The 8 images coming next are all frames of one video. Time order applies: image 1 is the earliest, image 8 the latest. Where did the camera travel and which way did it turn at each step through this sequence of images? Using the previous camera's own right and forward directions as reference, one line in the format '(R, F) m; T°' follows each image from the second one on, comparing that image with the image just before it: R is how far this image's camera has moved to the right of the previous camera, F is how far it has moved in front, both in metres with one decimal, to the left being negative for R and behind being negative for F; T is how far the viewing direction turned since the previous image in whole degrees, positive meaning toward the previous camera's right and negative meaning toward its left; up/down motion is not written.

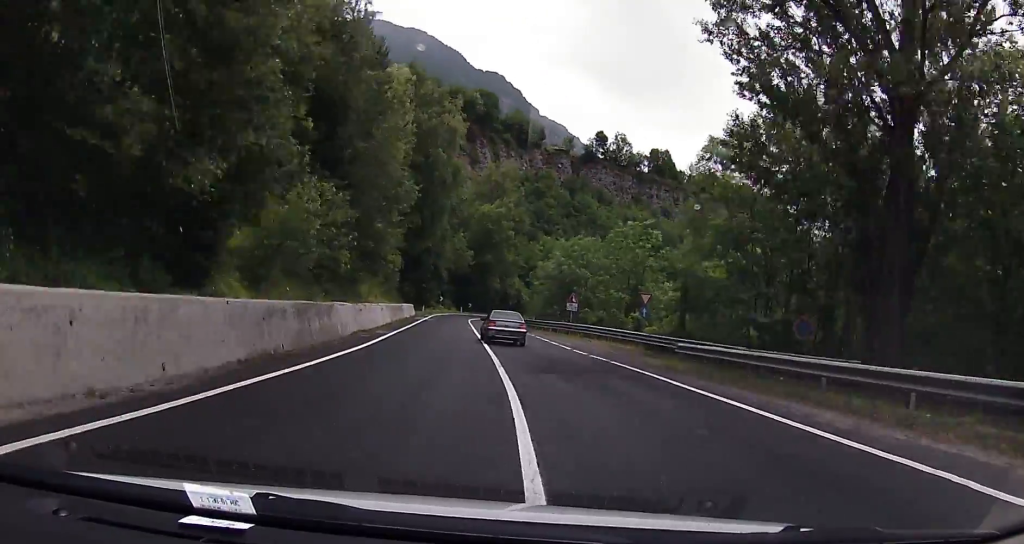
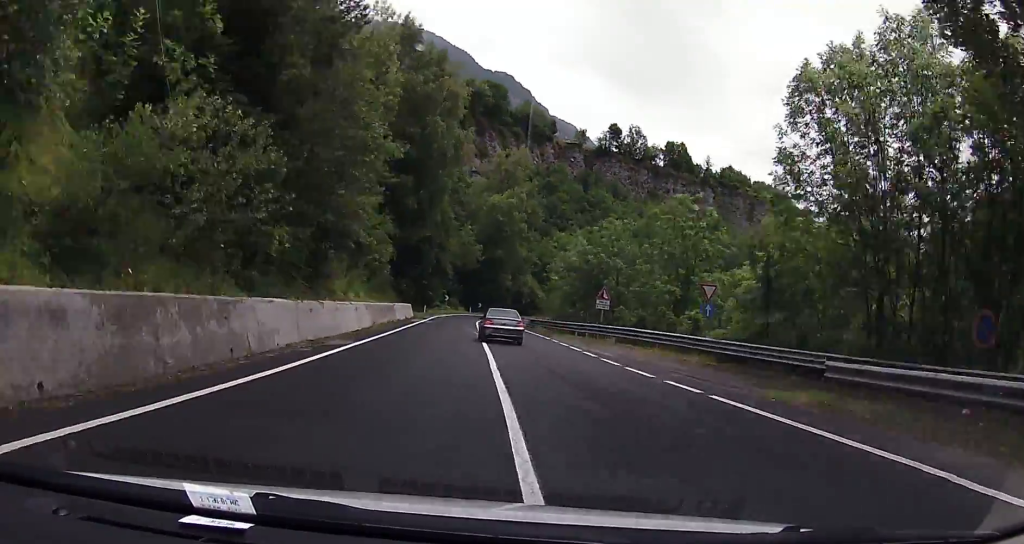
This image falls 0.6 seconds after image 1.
(-0.2, +10.2) m; -2°
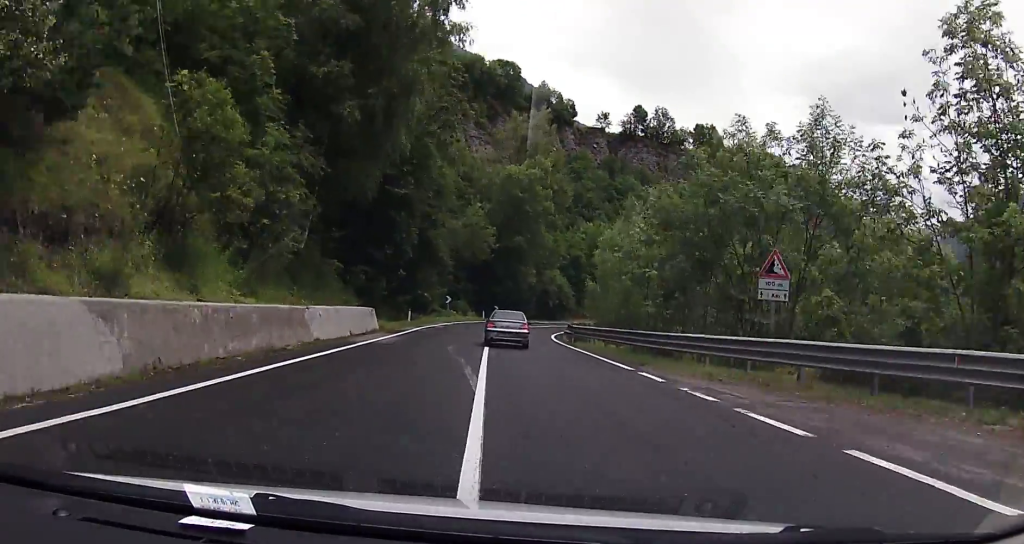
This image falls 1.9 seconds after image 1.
(-1.0, +23.9) m; -3°
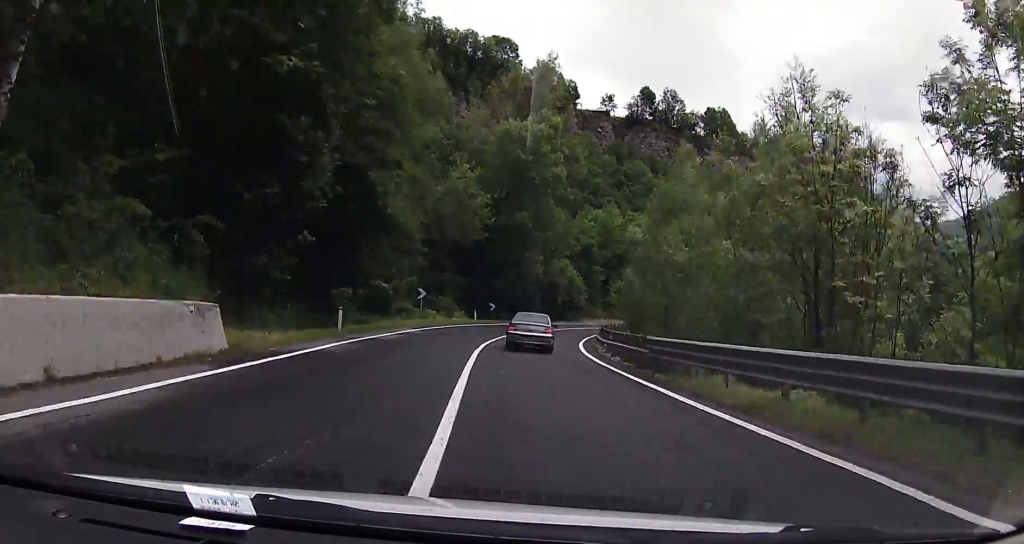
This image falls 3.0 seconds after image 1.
(-0.1, +18.6) m; +3°
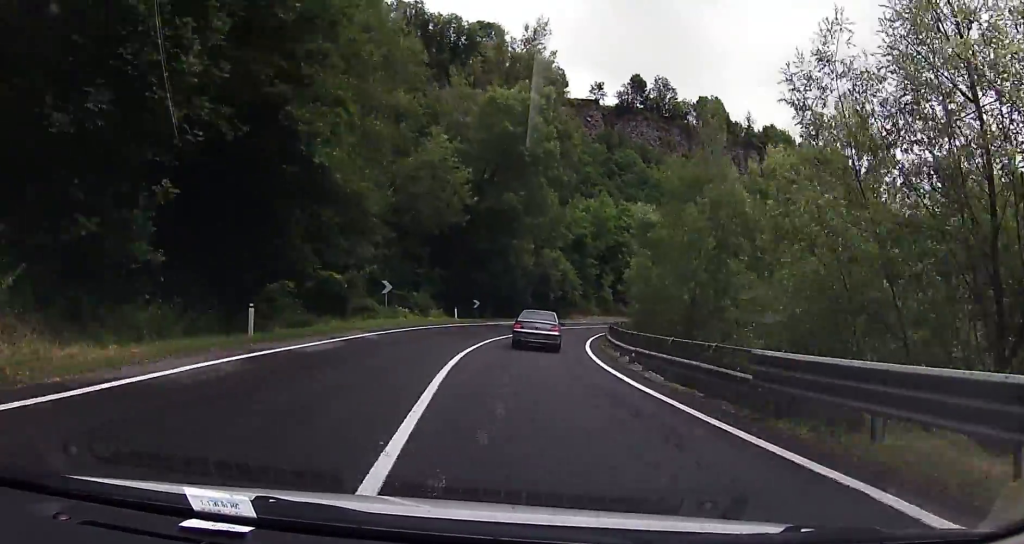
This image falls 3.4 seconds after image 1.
(+0.1, +8.0) m; +2°
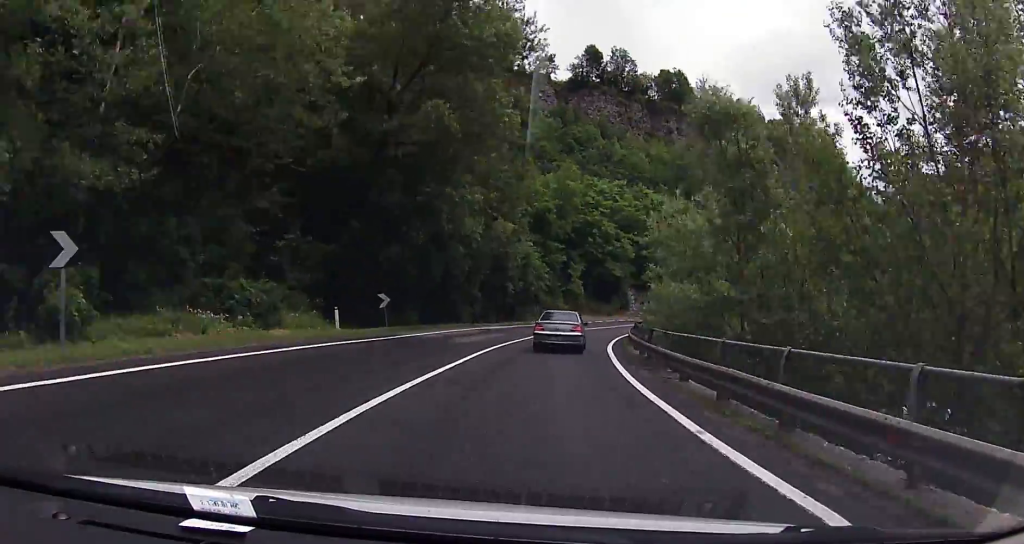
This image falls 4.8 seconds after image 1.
(+1.2, +22.4) m; +5°
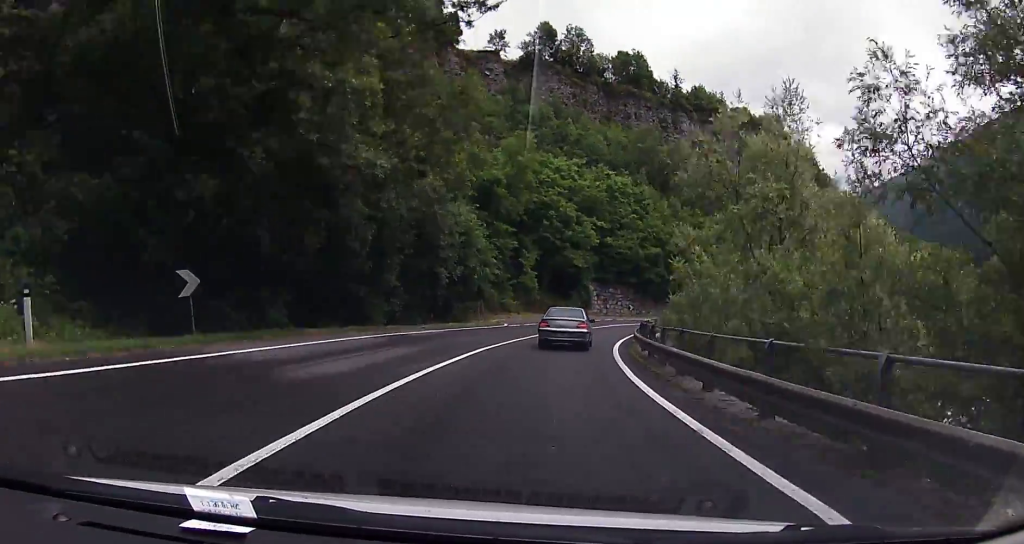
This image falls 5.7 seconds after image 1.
(+0.3, +14.8) m; +4°
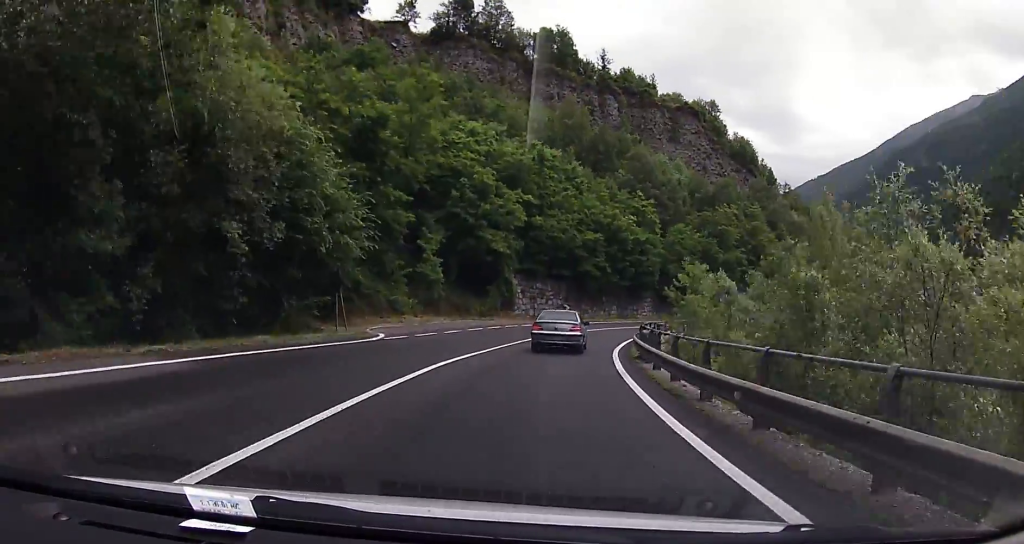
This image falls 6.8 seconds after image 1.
(+1.4, +18.6) m; +8°
